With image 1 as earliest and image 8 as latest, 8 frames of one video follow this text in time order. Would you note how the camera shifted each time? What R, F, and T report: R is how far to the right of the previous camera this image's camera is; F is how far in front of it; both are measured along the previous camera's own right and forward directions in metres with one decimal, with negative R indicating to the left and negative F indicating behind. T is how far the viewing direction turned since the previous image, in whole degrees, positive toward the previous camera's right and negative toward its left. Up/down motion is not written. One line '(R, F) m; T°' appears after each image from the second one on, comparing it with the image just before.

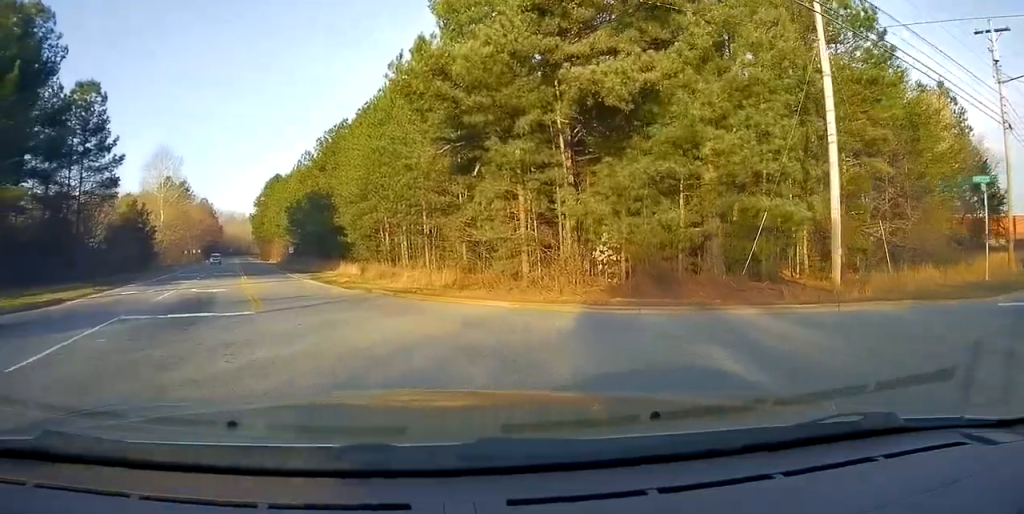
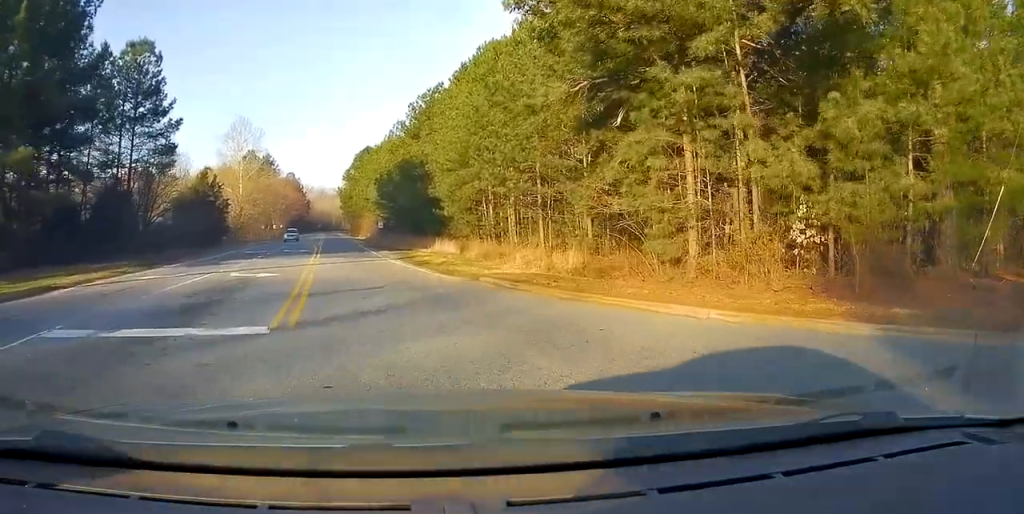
(-0.4, +6.1) m; -4°
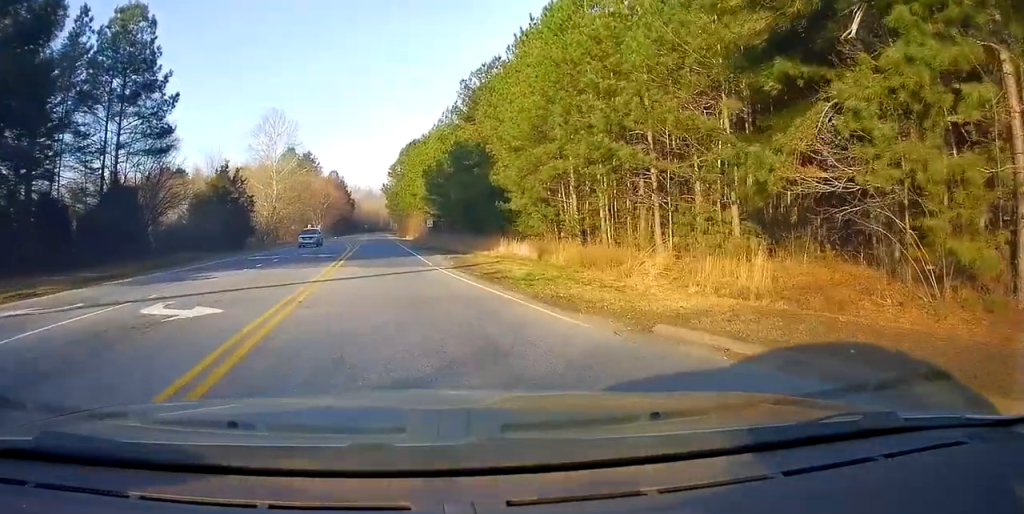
(-0.2, +9.0) m; -3°
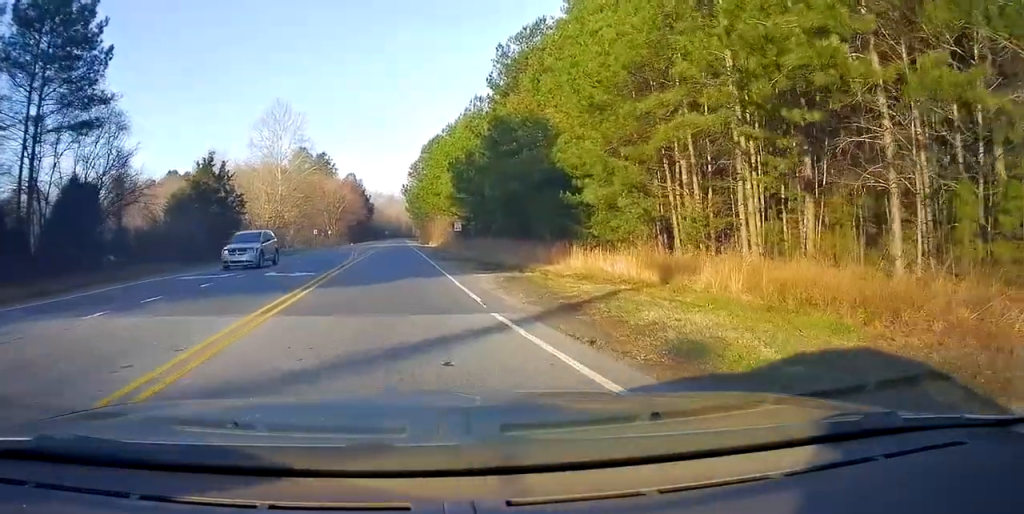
(-0.3, +11.0) m; -6°
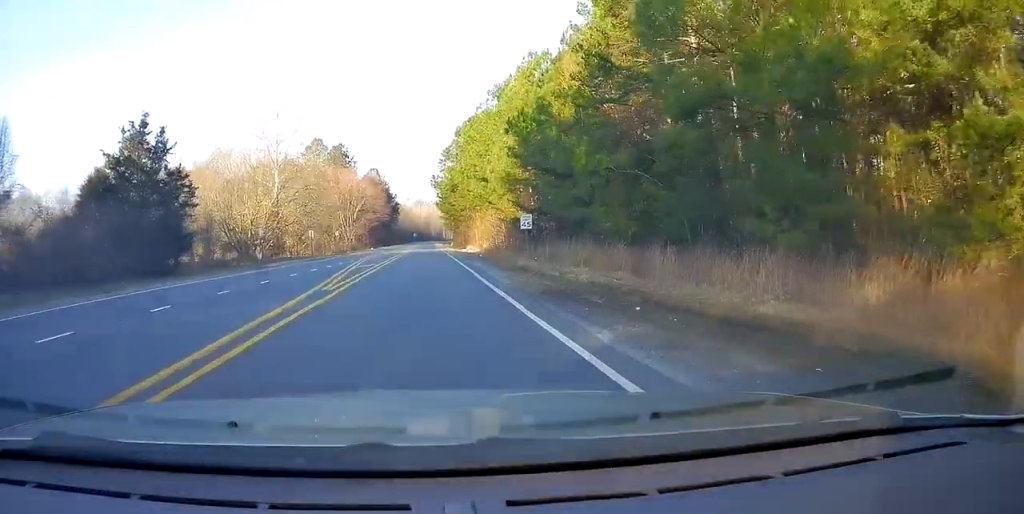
(-1.6, +18.9) m; -6°
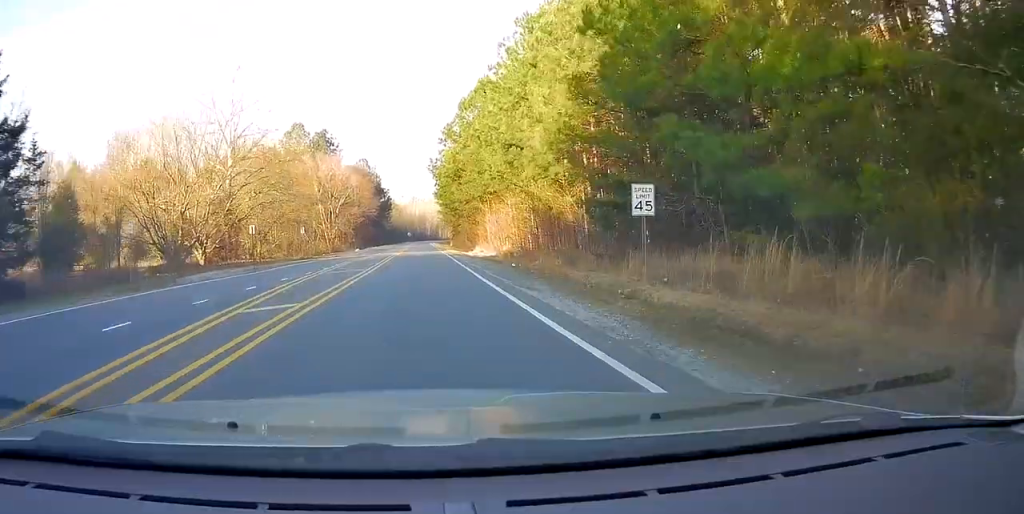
(-0.3, +17.0) m; -1°
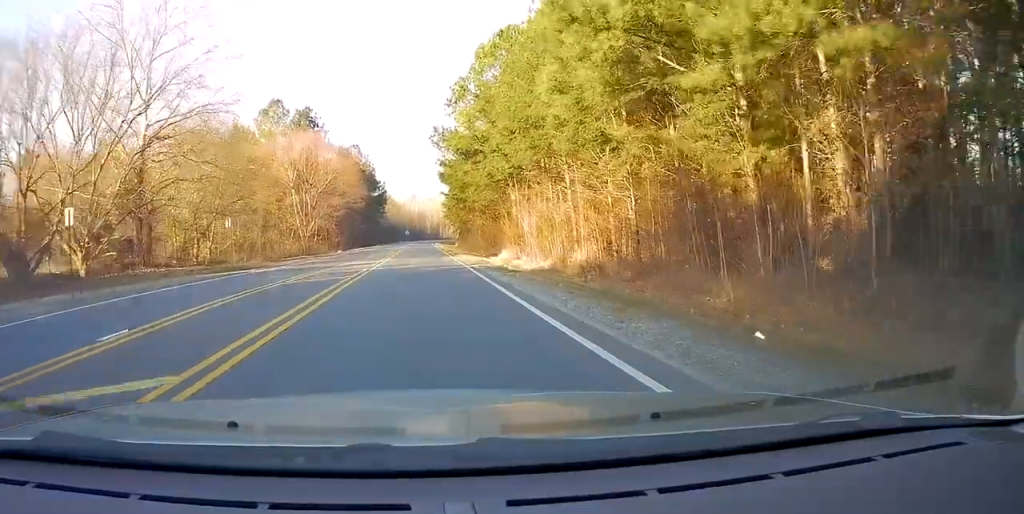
(+0.1, +19.3) m; +3°
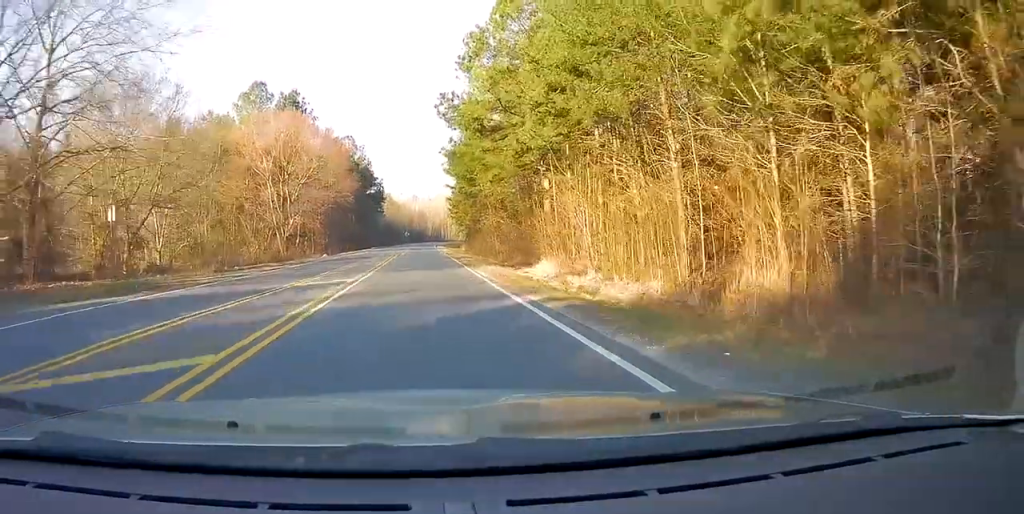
(+0.4, +12.1) m; +1°
